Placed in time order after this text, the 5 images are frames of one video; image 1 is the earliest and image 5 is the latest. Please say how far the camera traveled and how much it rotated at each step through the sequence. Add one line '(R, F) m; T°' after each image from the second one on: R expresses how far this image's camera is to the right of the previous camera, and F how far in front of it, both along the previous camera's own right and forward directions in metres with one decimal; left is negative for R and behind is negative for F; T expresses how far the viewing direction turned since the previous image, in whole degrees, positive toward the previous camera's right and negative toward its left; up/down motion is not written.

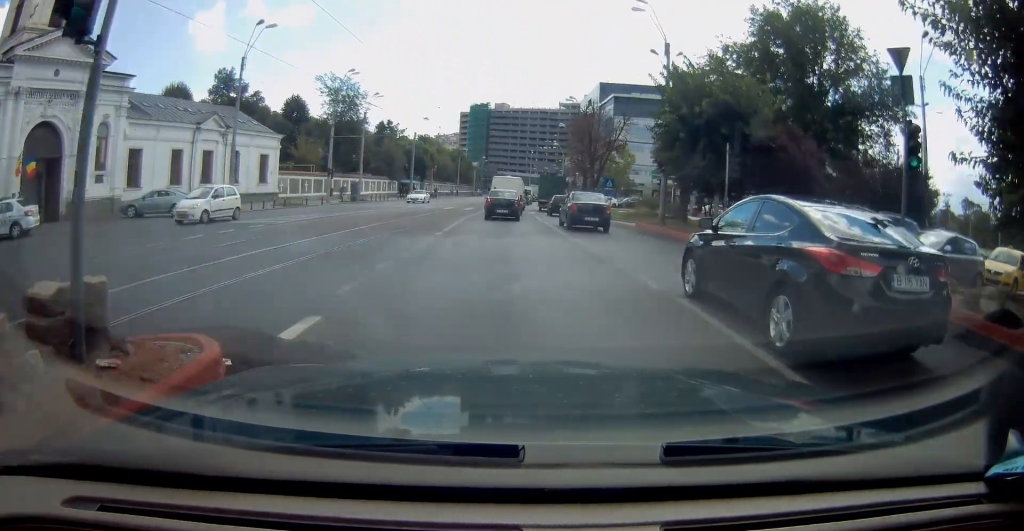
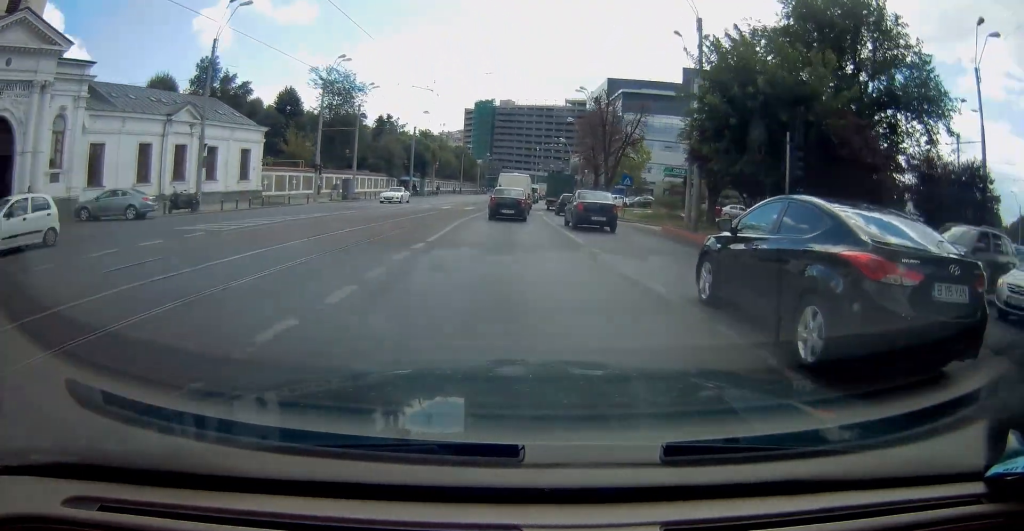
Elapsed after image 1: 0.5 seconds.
(0.0, +4.8) m; 0°
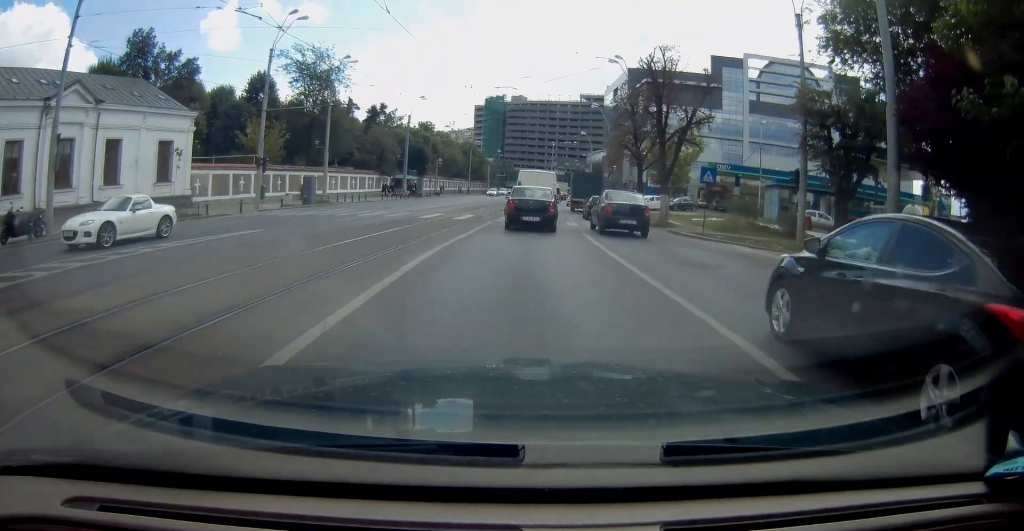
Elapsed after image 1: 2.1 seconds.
(0.0, +13.6) m; -1°
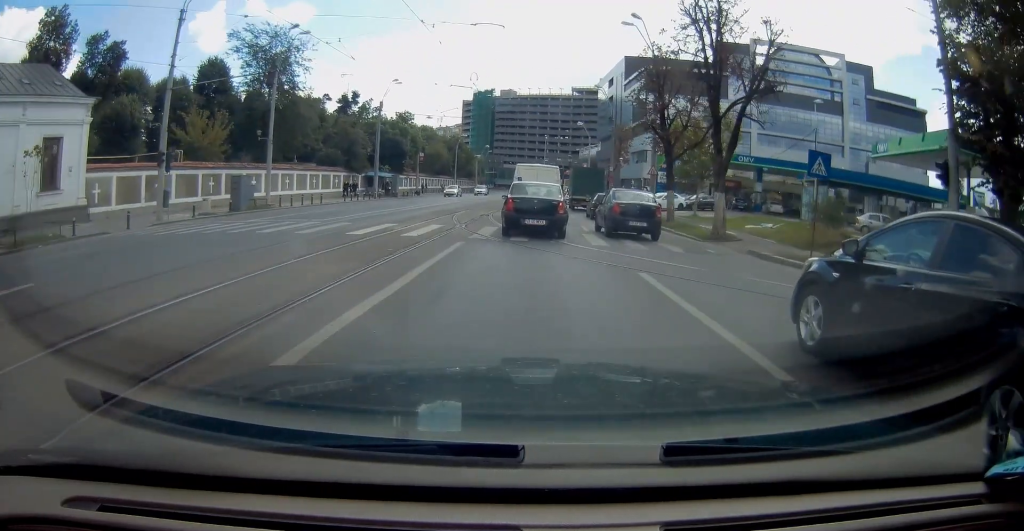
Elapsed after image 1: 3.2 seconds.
(-0.1, +9.7) m; 0°
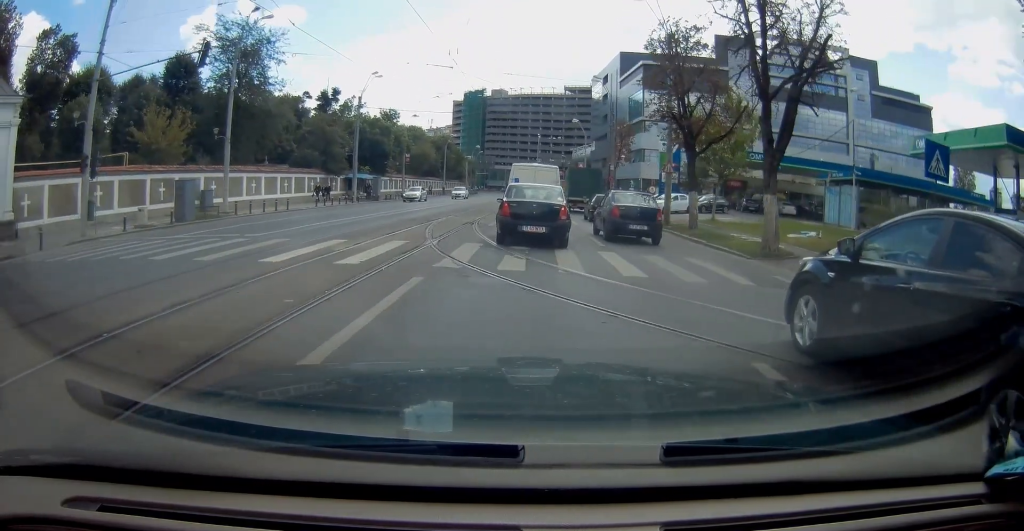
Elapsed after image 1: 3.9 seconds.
(+0.1, +5.0) m; +1°
